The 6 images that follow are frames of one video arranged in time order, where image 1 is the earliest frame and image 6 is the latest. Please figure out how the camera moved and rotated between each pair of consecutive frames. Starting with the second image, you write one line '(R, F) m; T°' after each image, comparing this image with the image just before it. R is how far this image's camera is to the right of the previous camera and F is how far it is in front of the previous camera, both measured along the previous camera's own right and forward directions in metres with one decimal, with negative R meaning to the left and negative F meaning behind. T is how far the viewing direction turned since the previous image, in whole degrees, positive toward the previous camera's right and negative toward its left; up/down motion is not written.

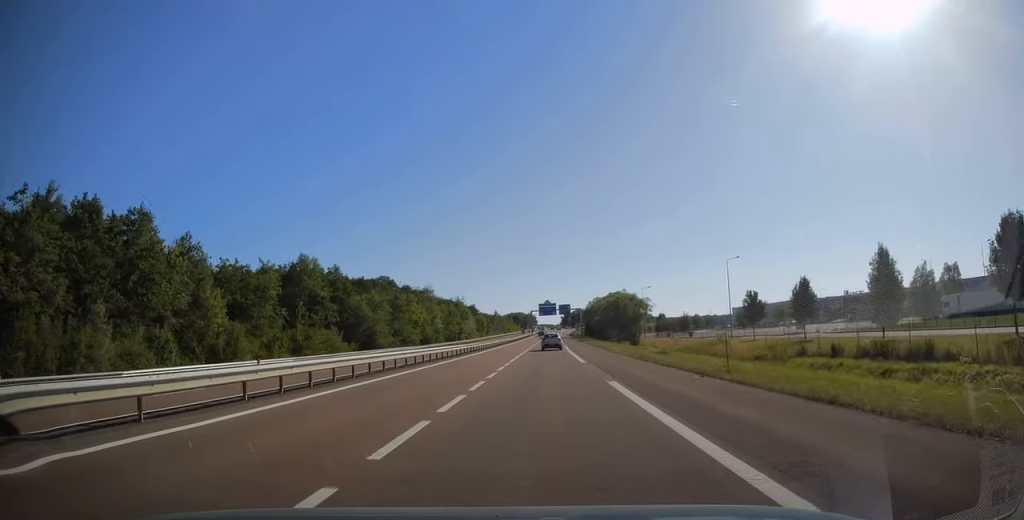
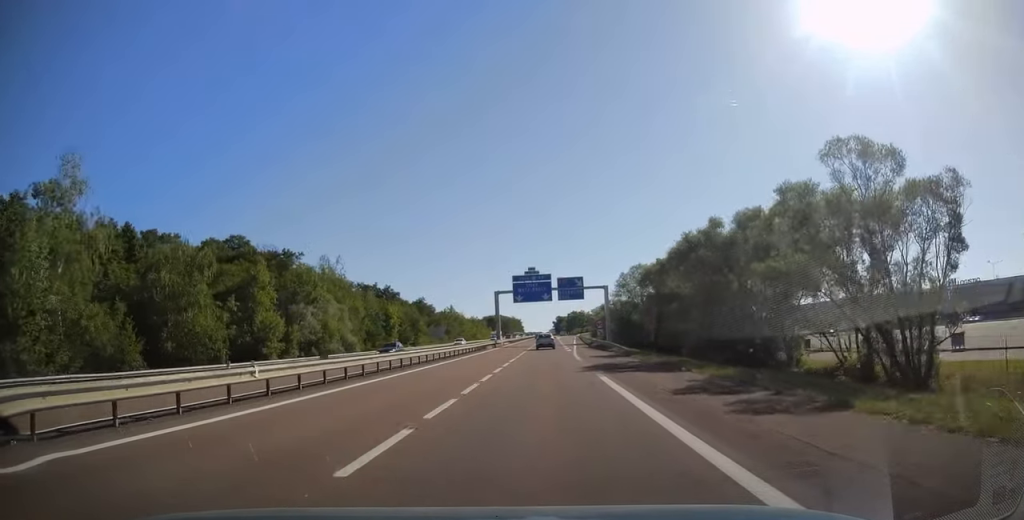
(+1.0, +100.8) m; +1°
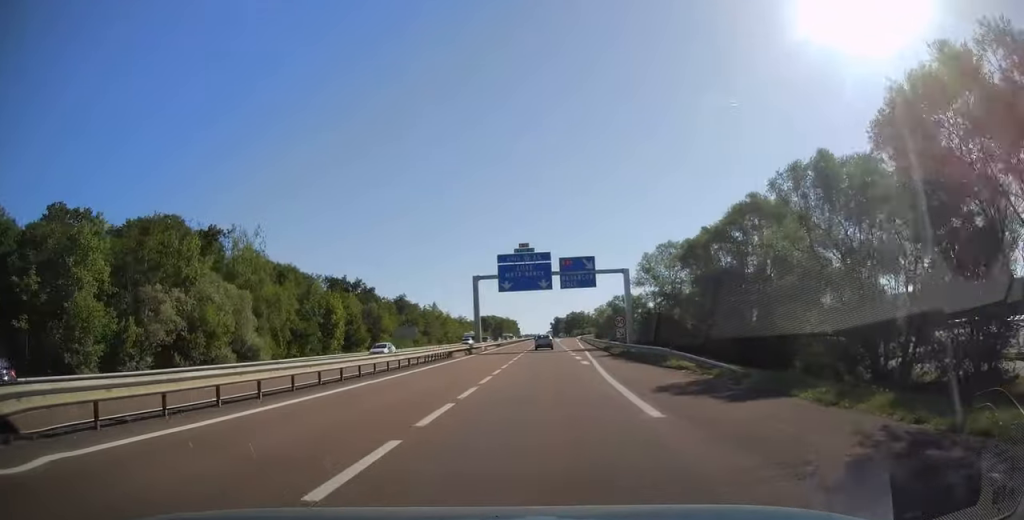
(-0.3, +22.6) m; 0°
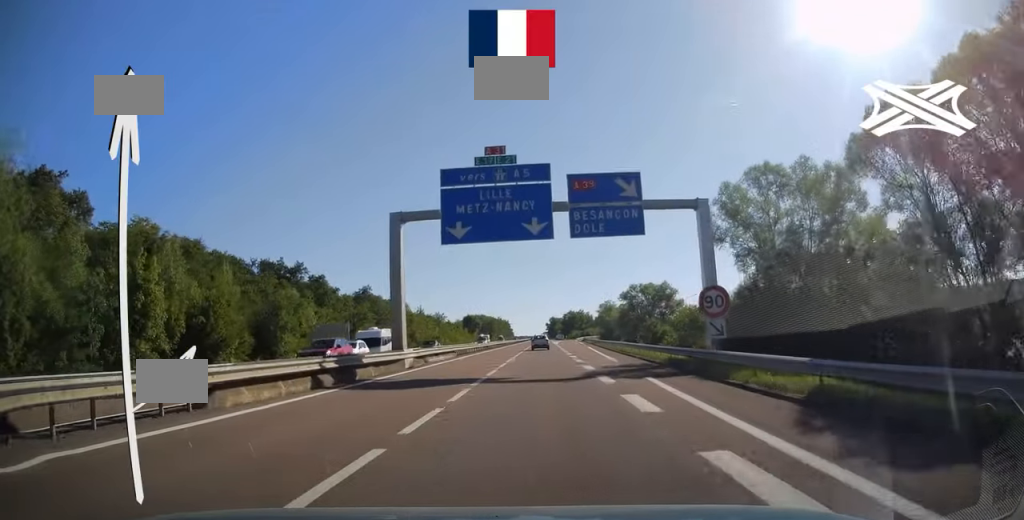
(+0.3, +31.0) m; +1°
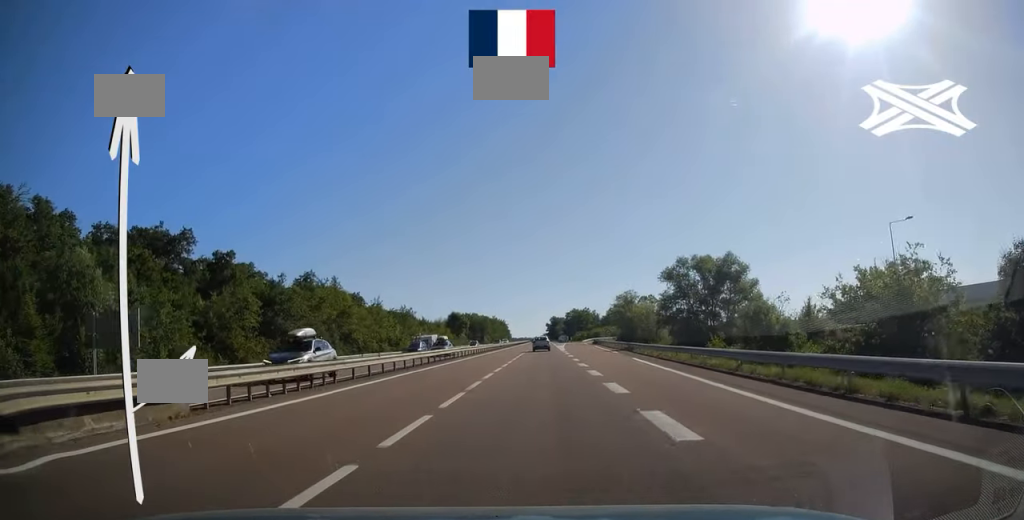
(+0.1, +35.4) m; 0°
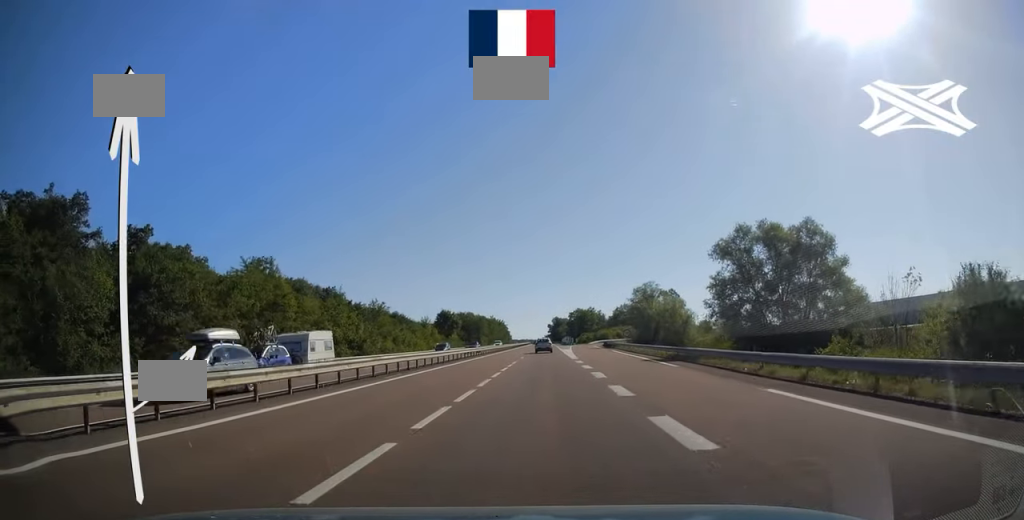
(0.0, +20.0) m; 0°
